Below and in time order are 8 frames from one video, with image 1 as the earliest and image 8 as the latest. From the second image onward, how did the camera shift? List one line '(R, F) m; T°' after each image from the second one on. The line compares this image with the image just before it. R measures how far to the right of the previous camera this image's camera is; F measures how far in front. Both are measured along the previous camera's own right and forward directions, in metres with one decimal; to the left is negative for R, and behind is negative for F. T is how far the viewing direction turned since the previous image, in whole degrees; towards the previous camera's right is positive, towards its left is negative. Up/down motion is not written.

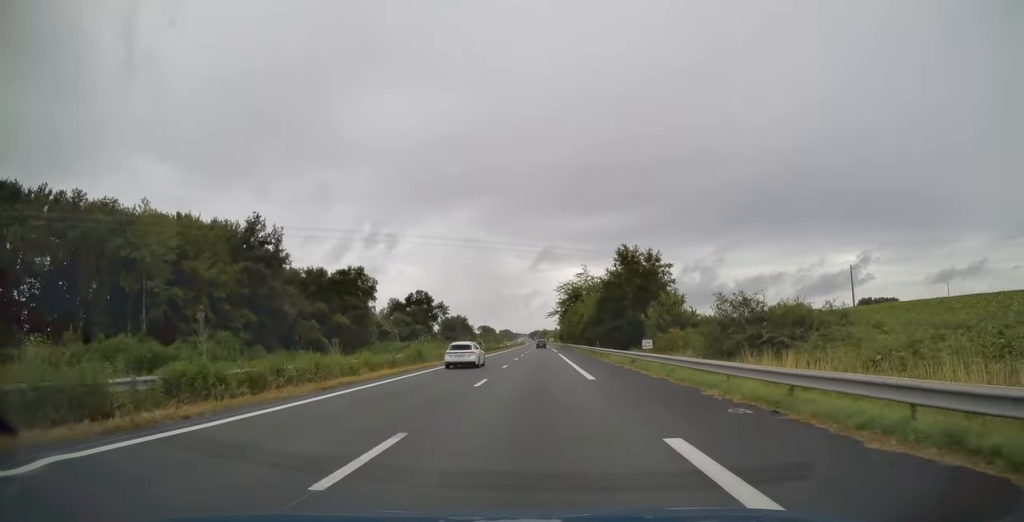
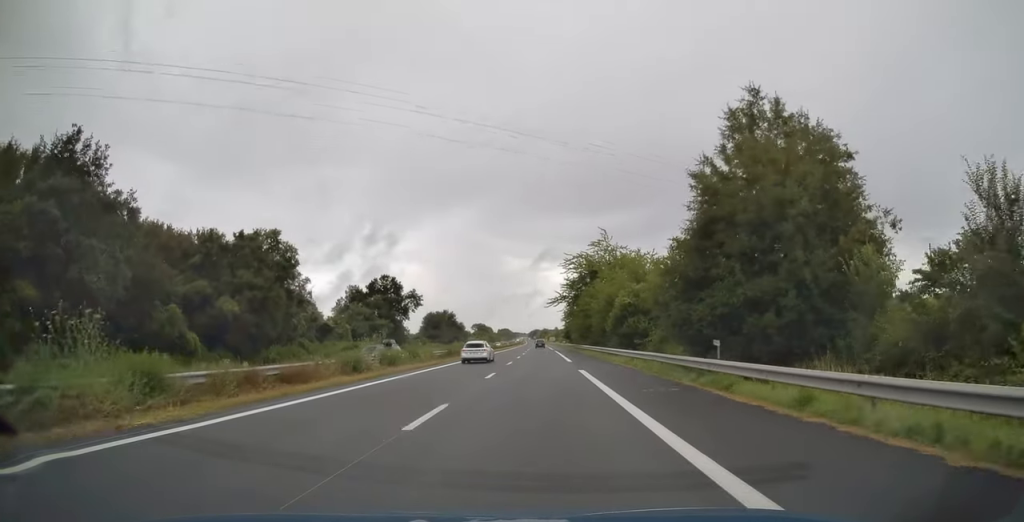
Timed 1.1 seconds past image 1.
(-0.1, +35.0) m; 0°
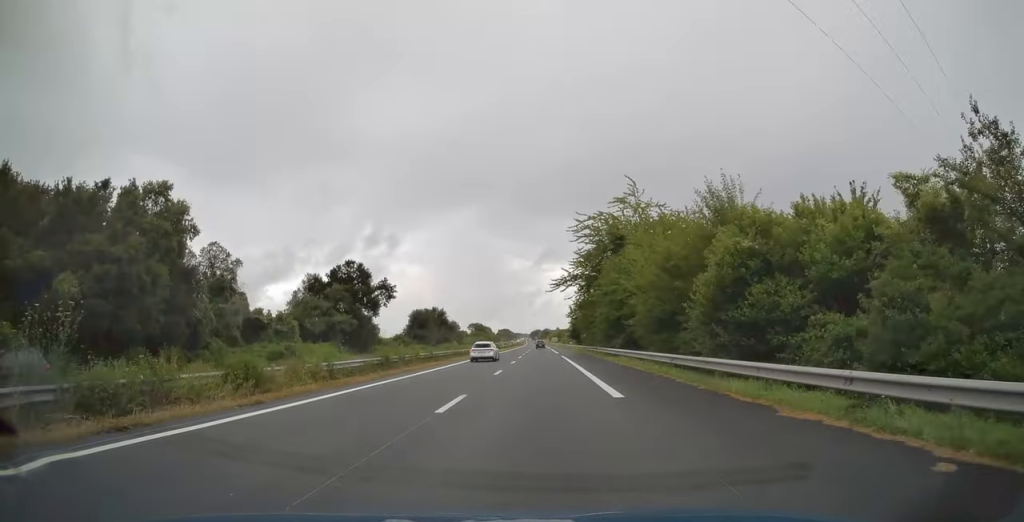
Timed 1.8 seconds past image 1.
(0.0, +23.7) m; 0°
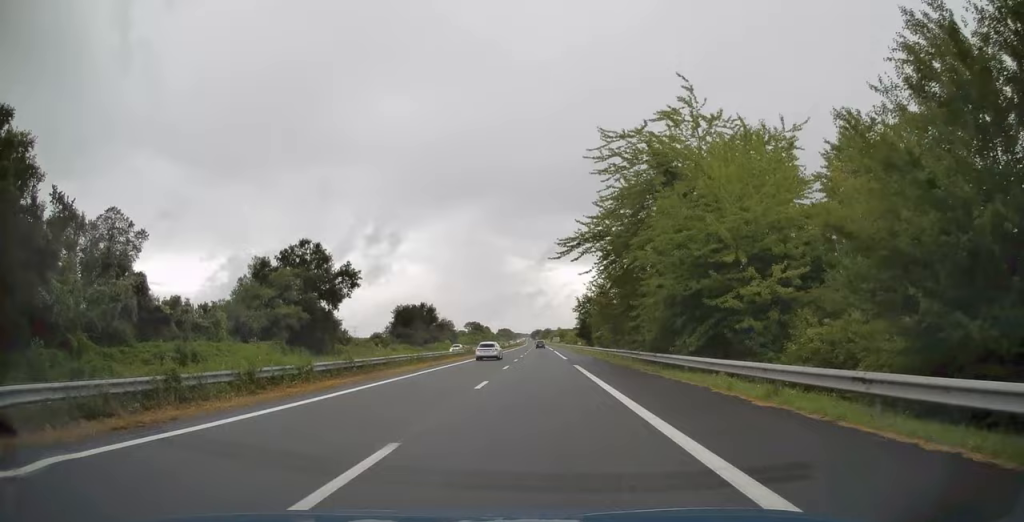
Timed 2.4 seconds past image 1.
(0.0, +20.5) m; 0°
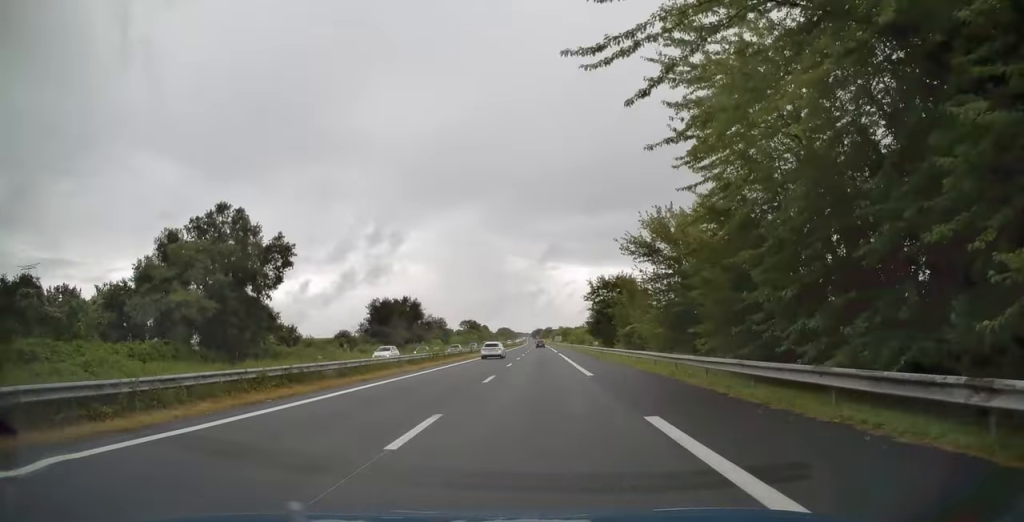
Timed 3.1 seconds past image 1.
(-0.1, +22.6) m; 0°
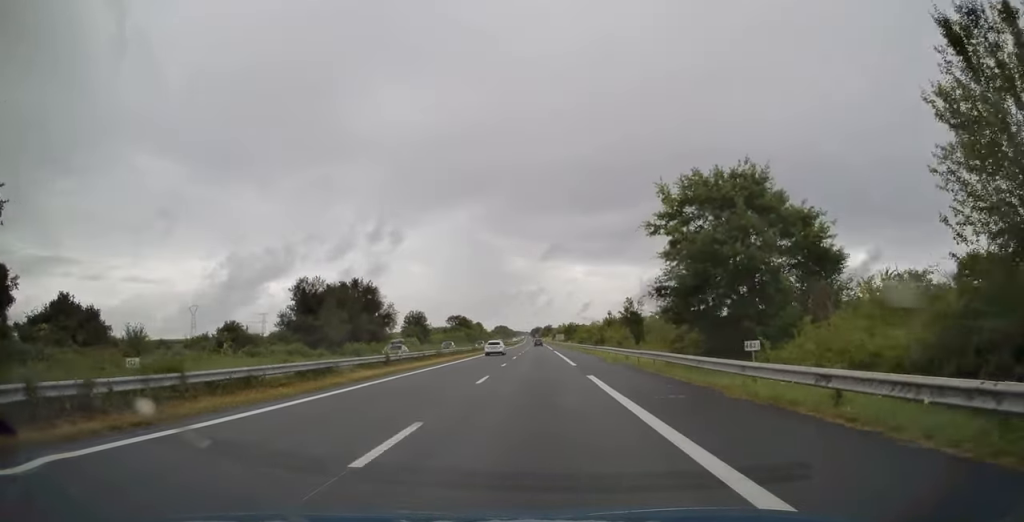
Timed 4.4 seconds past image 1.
(0.0, +40.3) m; 0°
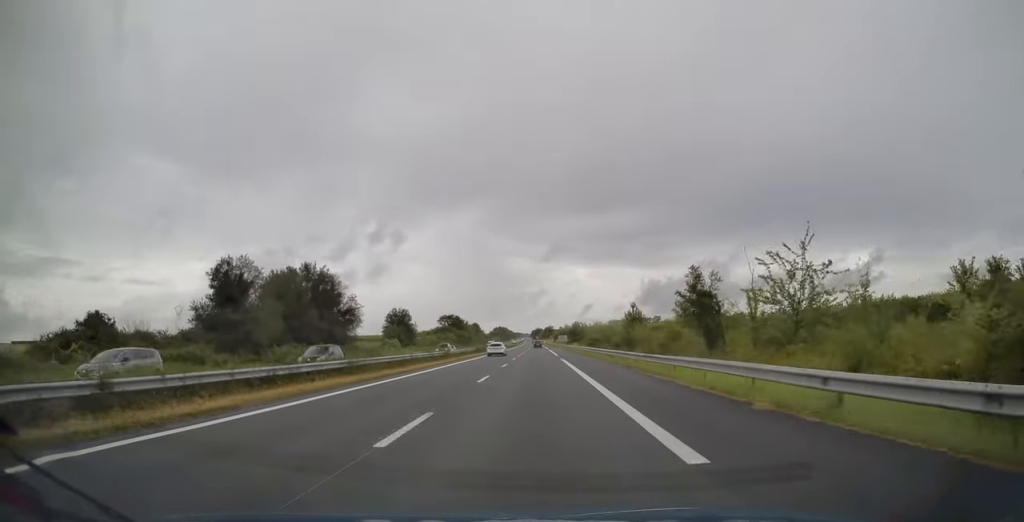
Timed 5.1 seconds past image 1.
(0.0, +24.1) m; 0°
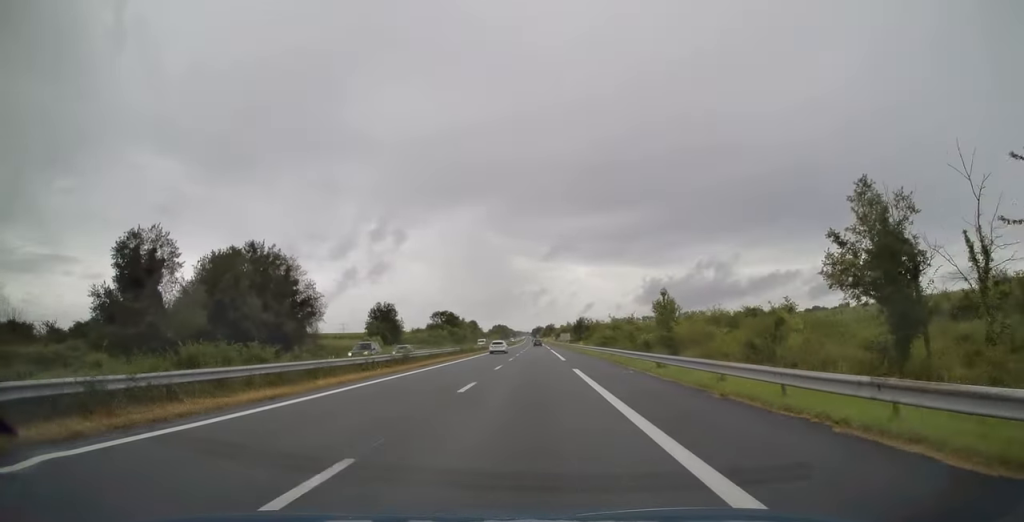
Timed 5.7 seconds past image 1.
(0.0, +17.7) m; 0°
